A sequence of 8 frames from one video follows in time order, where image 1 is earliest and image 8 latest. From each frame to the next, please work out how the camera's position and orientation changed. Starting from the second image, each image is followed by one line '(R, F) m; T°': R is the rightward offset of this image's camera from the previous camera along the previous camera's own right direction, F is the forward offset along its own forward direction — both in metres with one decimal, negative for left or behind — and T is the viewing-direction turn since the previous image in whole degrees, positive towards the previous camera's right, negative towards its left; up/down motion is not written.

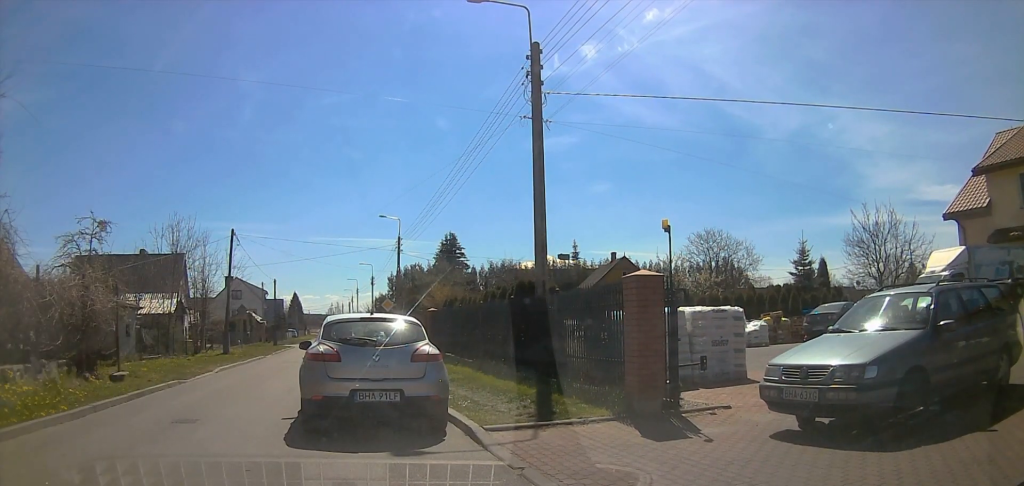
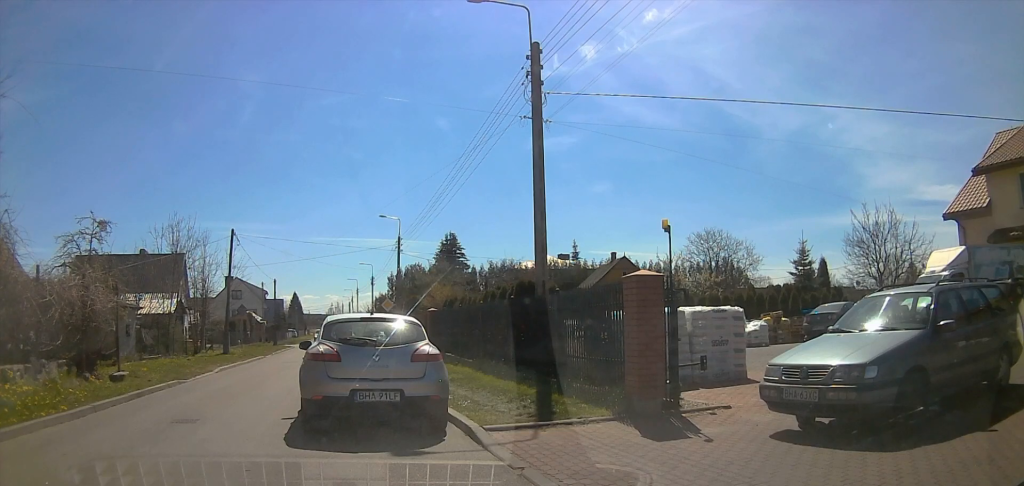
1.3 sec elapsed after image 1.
(0.0, 0.0) m; 0°
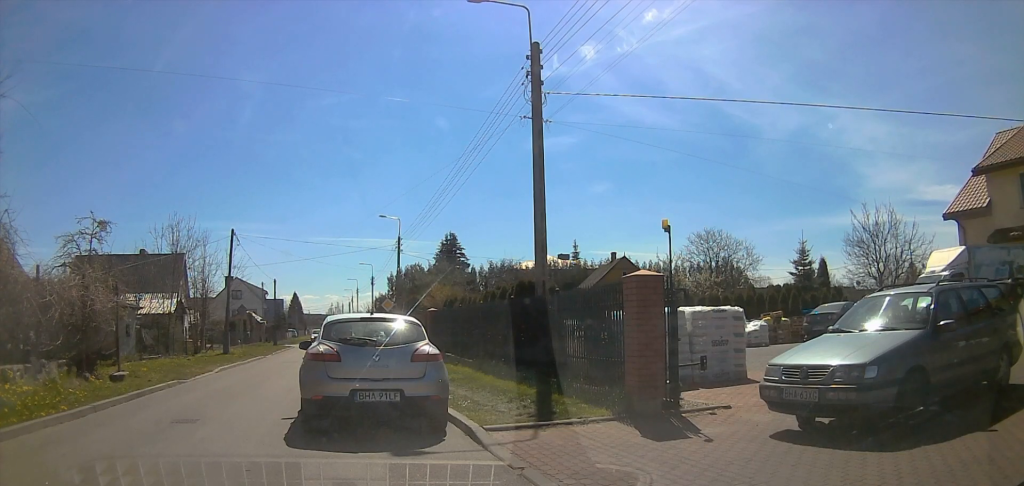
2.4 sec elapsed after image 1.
(0.0, 0.0) m; 0°
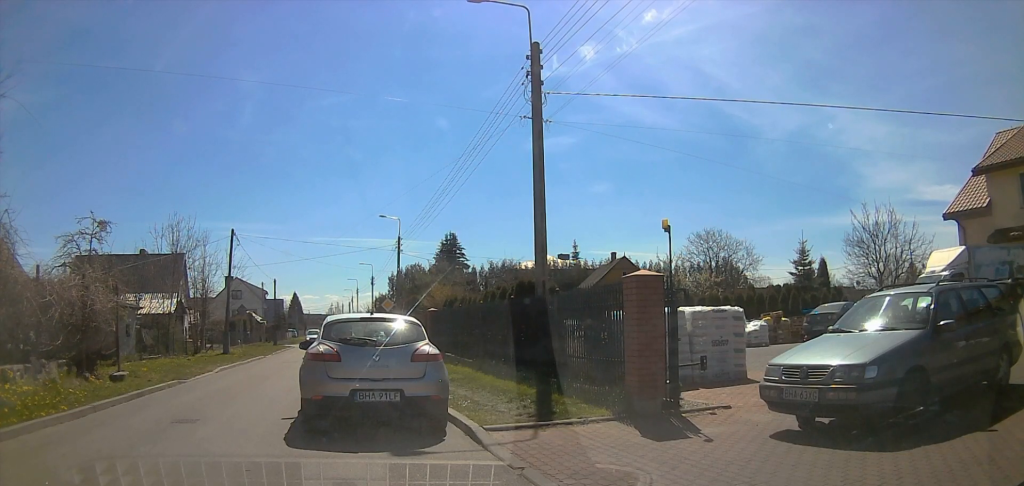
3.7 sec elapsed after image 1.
(0.0, 0.0) m; 0°
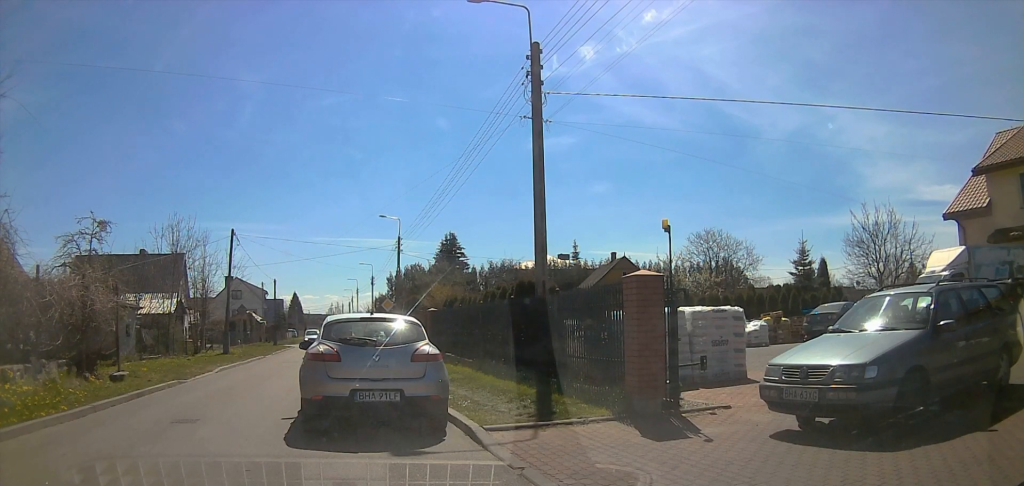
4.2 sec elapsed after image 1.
(0.0, 0.0) m; 0°
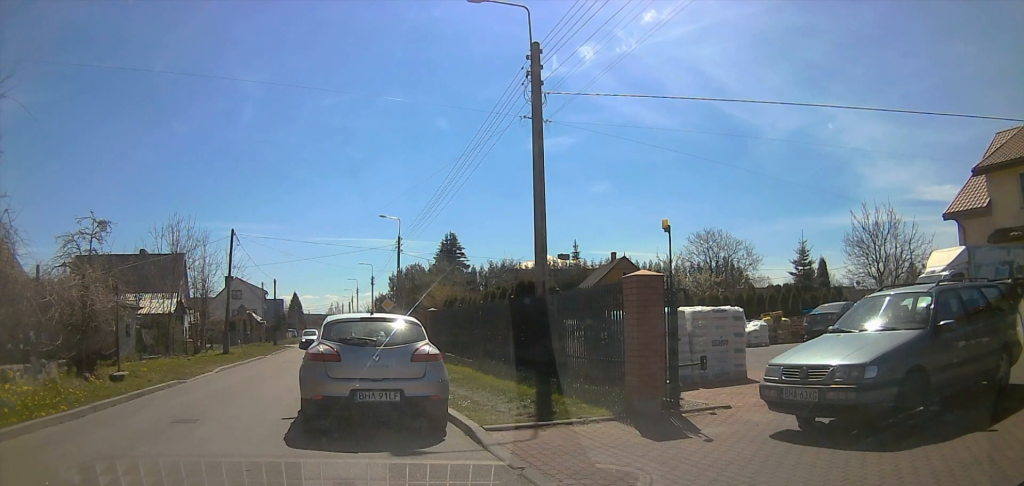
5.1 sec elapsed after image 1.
(0.0, 0.0) m; 0°
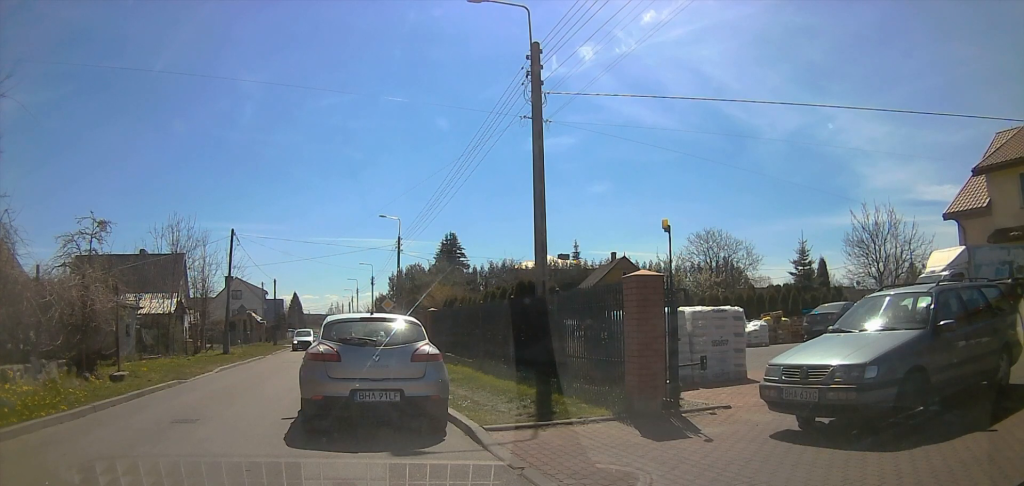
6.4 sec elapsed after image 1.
(0.0, 0.0) m; 0°
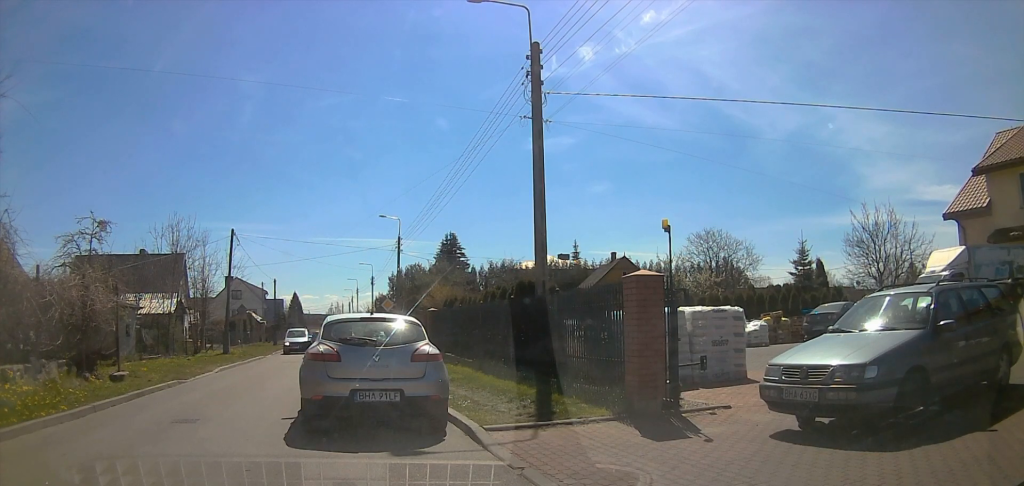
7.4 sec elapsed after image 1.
(0.0, 0.0) m; 0°
